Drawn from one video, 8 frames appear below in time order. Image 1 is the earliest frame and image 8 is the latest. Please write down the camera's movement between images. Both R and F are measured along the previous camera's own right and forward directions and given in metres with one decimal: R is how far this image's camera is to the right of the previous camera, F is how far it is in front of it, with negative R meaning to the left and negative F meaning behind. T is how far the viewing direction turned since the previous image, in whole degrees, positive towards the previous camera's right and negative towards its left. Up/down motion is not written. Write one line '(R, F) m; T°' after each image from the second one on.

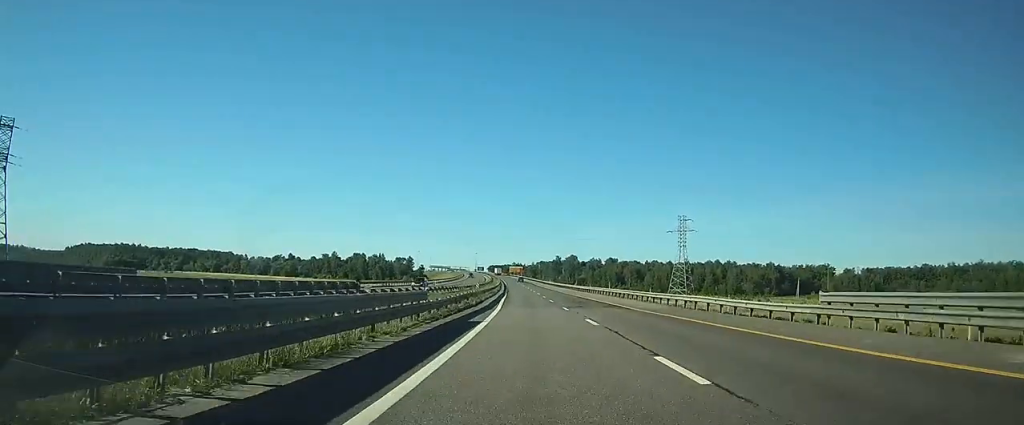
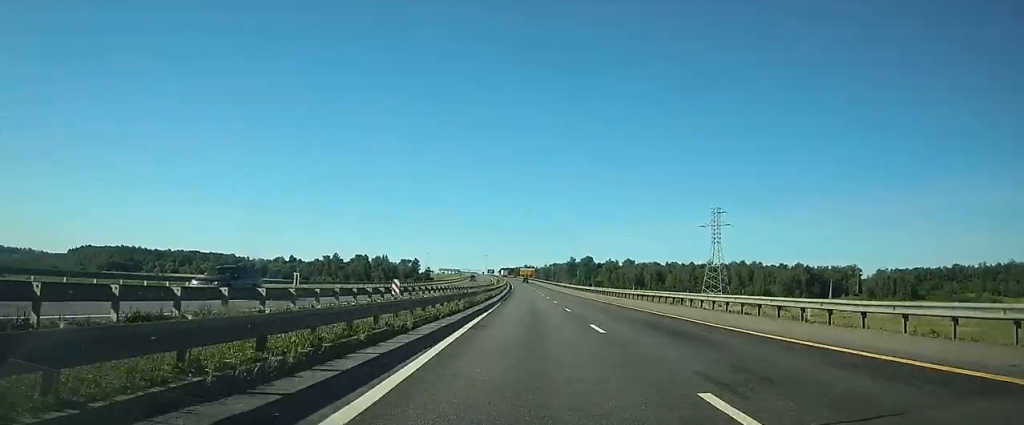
(-0.1, +27.4) m; -1°
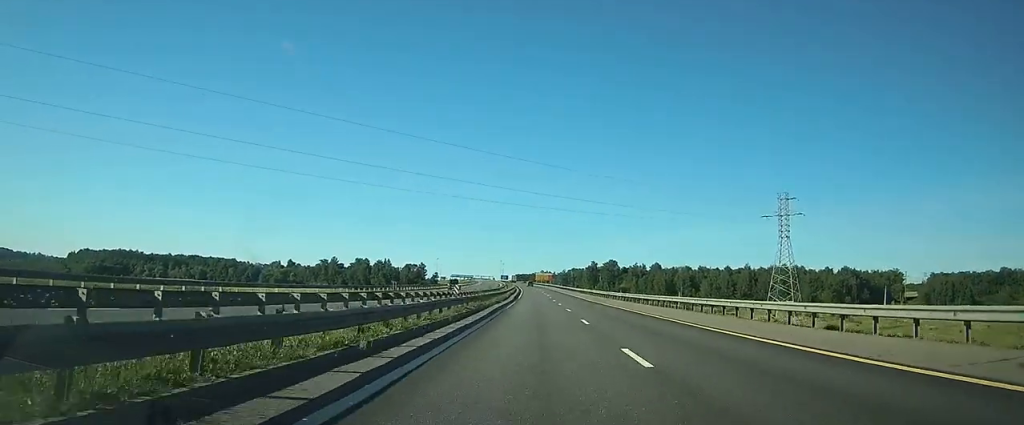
(-0.7, +41.8) m; -2°
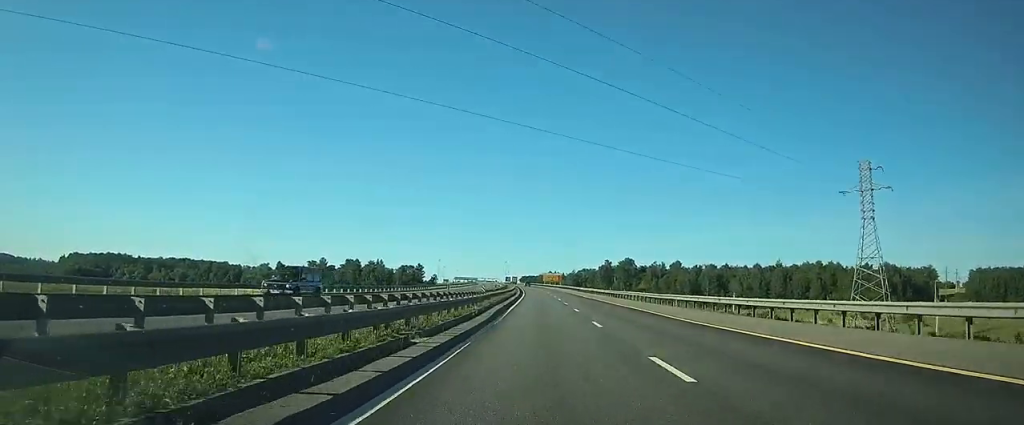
(-0.2, +37.4) m; -1°
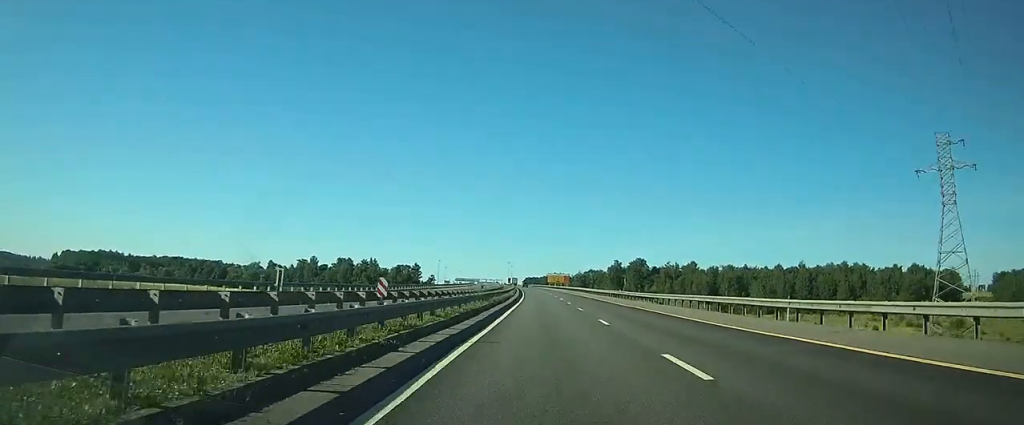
(-0.3, +24.1) m; -1°
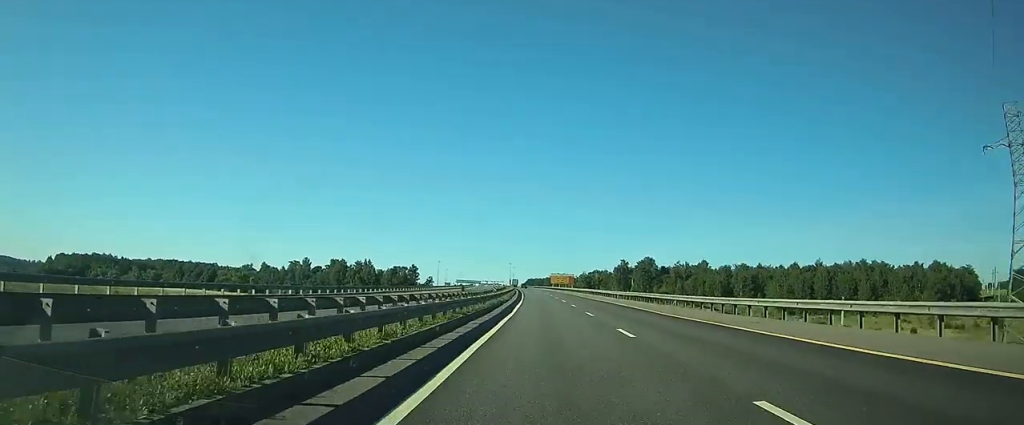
(-0.1, +16.5) m; 0°
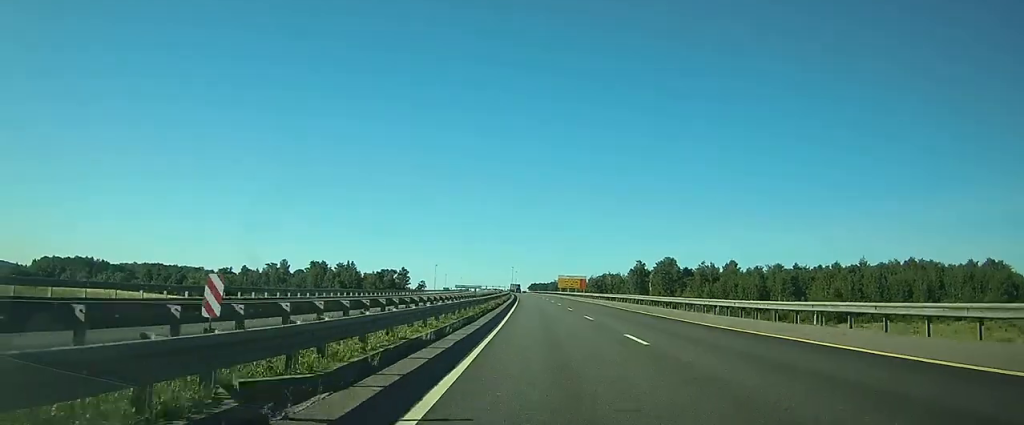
(-0.1, +37.8) m; -1°
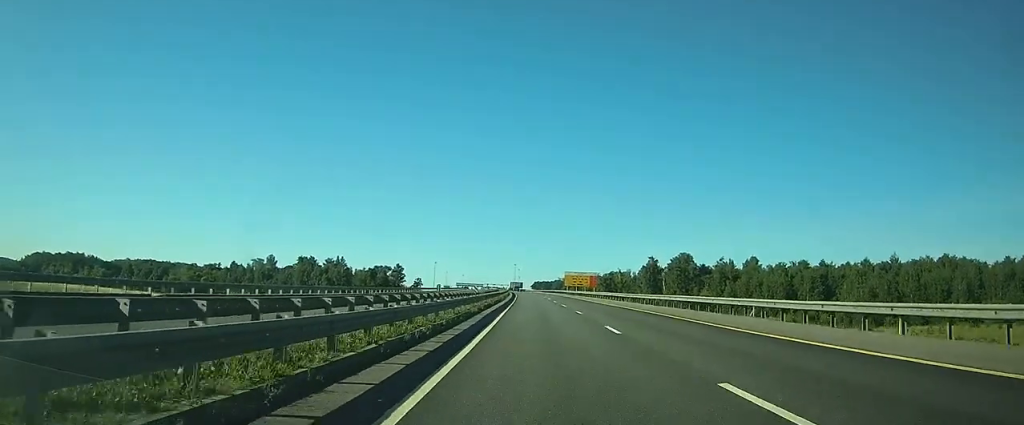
(-0.1, +21.2) m; 0°
